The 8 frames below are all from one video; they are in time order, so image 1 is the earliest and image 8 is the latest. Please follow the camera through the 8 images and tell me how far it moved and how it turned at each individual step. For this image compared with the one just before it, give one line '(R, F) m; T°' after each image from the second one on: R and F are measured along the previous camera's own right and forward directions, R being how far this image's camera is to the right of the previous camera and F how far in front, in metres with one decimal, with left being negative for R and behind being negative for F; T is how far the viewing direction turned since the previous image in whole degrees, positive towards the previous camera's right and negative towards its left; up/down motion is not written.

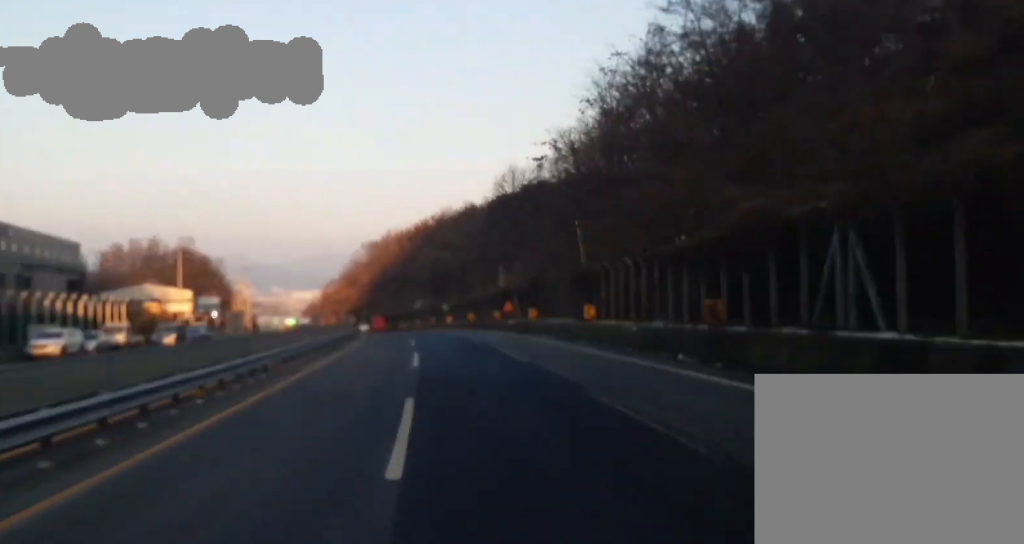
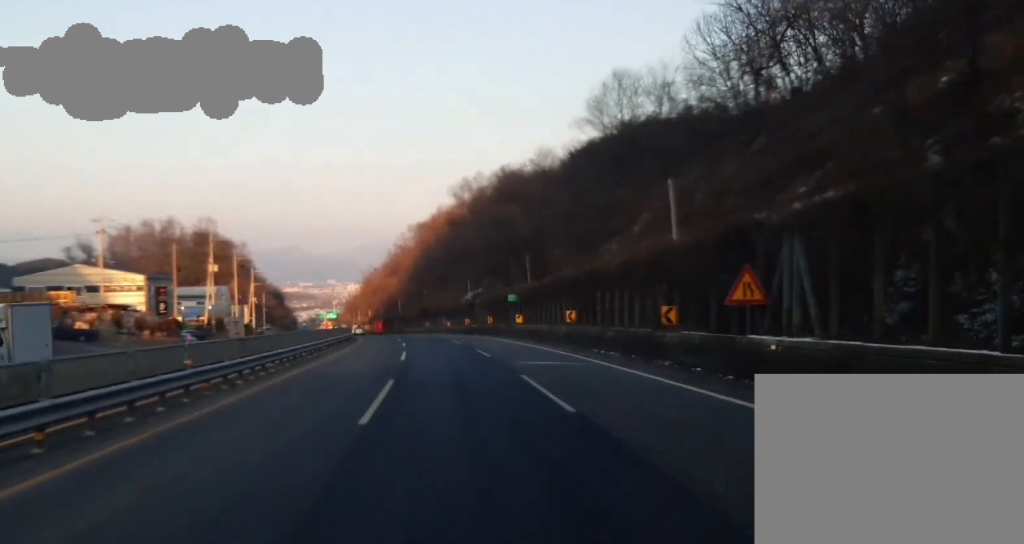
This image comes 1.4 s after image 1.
(-1.3, +57.1) m; -3°
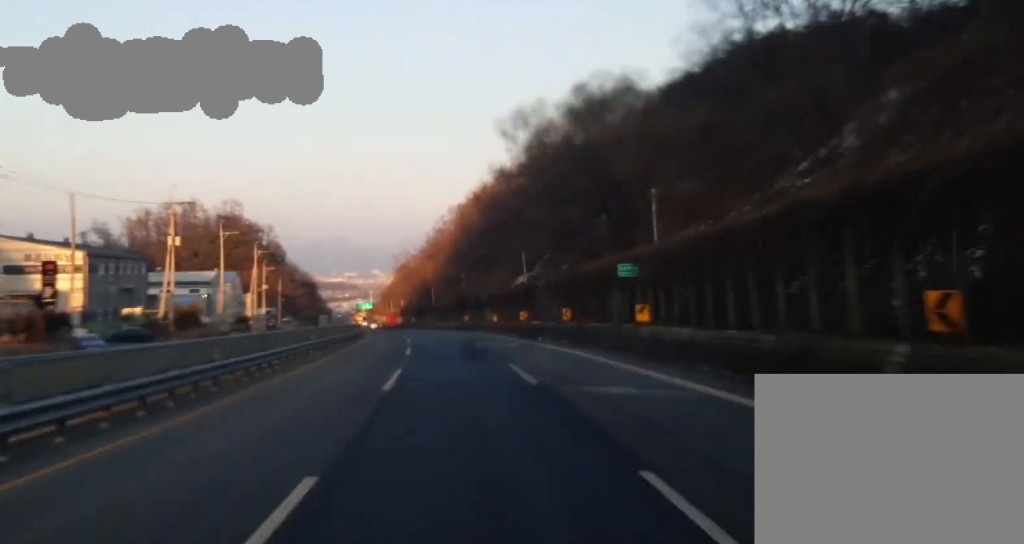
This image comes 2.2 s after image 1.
(-0.9, +36.8) m; -2°
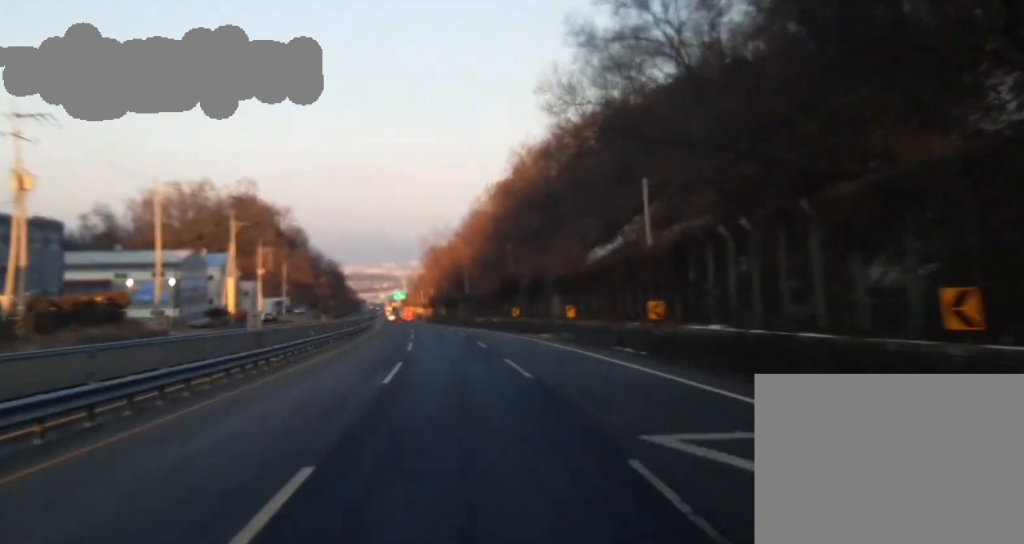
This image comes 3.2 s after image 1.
(-0.6, +41.9) m; -3°
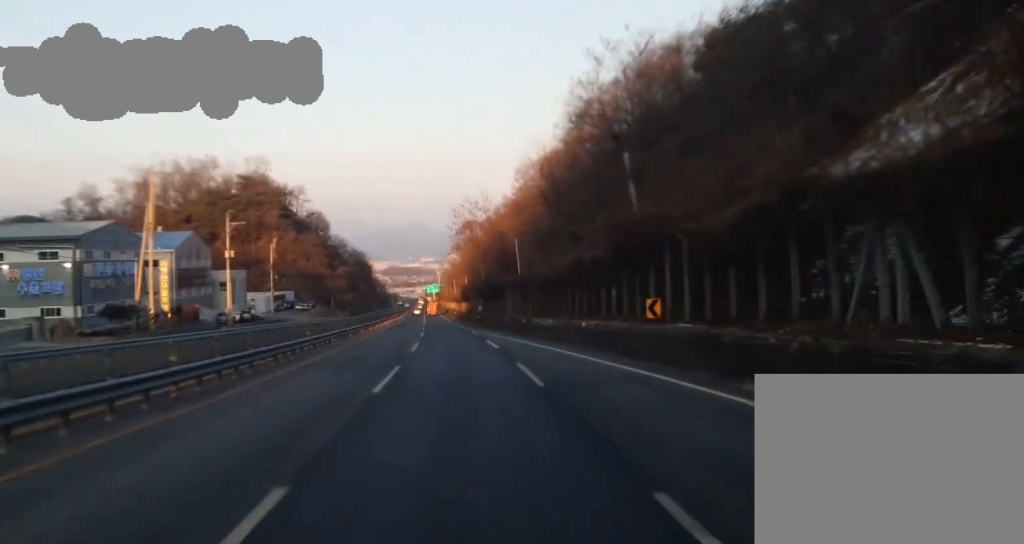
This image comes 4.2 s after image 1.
(-1.4, +42.8) m; -3°
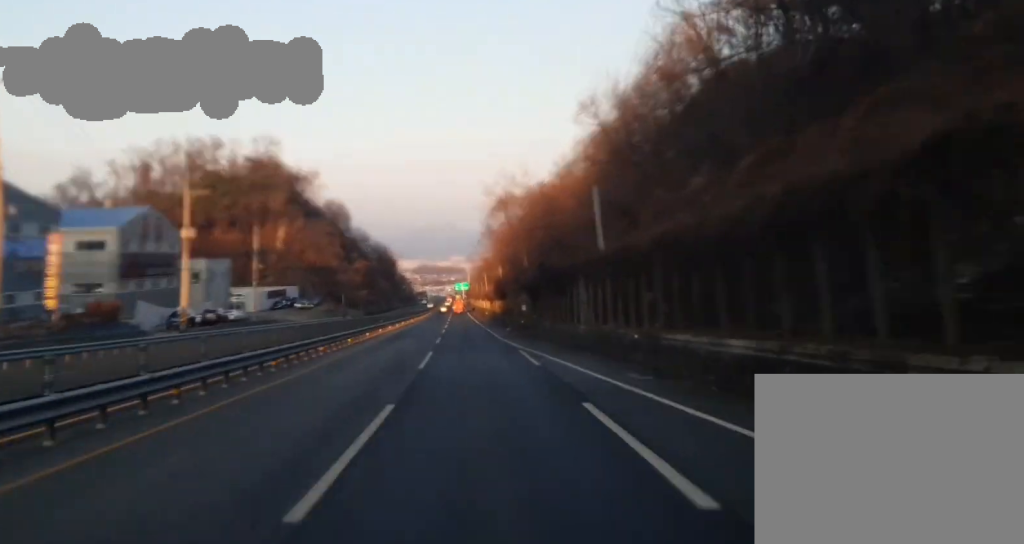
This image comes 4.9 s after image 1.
(-0.3, +31.5) m; -2°
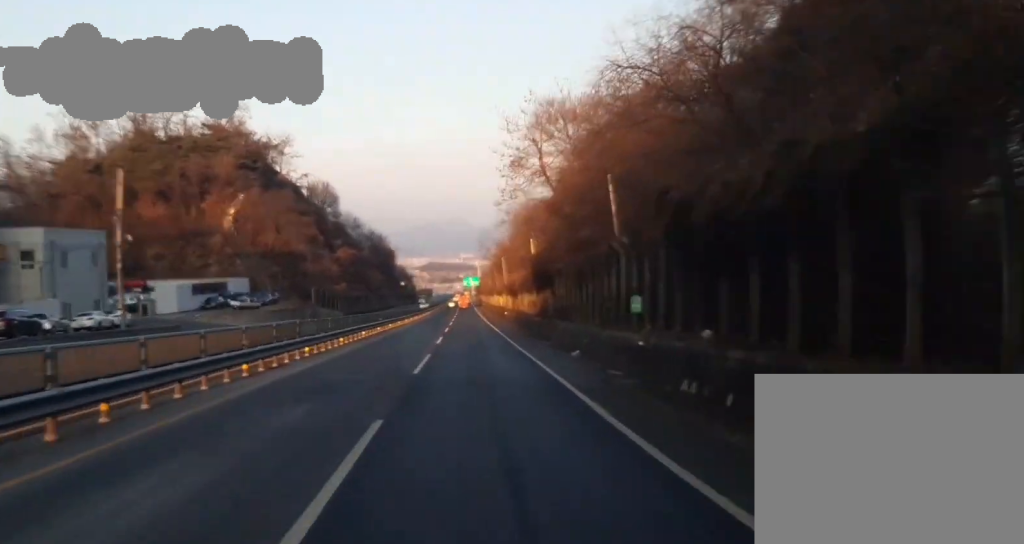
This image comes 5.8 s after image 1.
(-1.1, +44.2) m; -2°
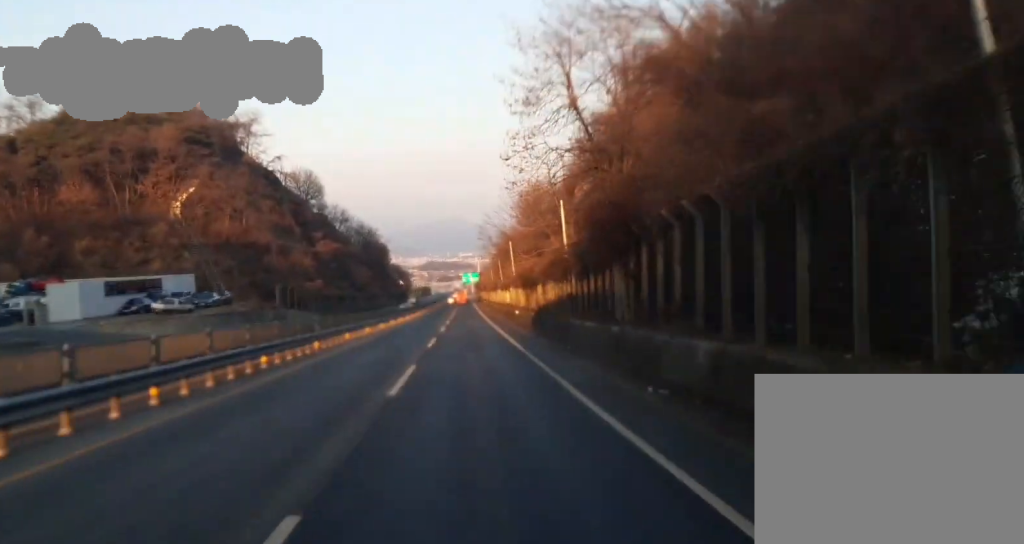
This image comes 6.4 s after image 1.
(-0.4, +27.7) m; -1°
